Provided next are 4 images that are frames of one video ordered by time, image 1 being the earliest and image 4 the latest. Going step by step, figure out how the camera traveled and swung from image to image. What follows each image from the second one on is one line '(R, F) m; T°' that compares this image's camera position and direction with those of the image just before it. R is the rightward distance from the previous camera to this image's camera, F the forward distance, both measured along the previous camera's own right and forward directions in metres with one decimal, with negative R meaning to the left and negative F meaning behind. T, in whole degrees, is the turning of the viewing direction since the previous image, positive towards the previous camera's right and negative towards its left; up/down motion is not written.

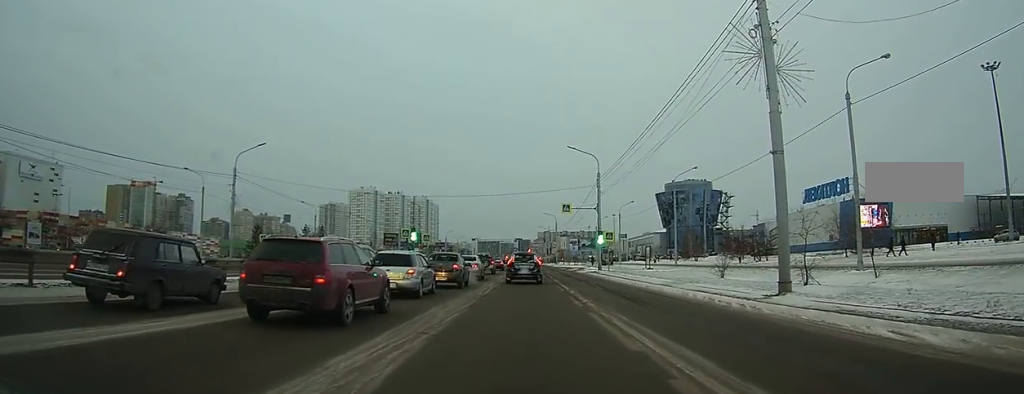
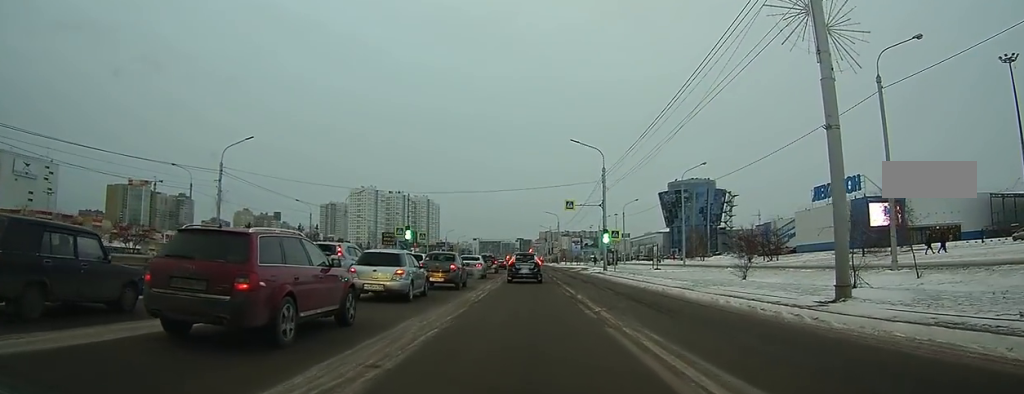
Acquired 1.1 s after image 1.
(-0.1, +3.3) m; -1°
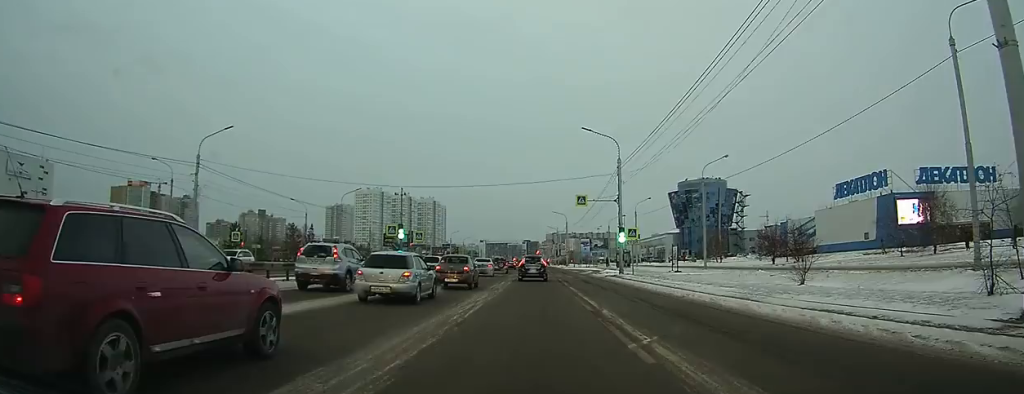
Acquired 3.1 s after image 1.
(0.0, +6.5) m; -2°
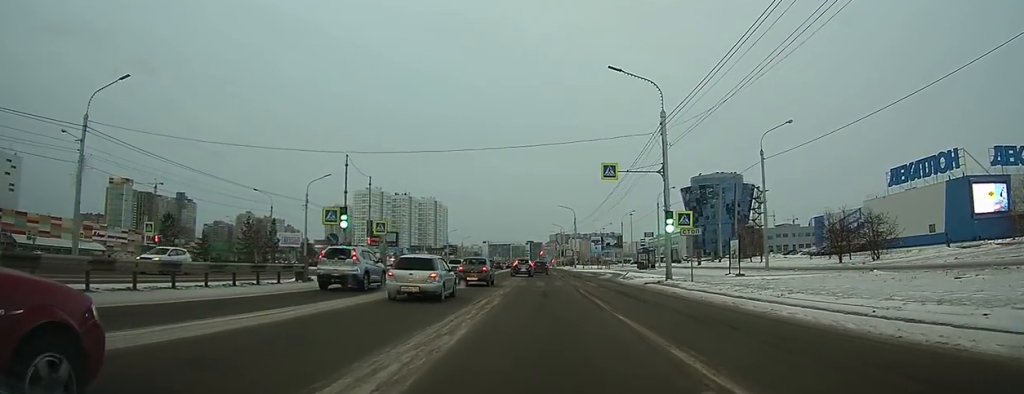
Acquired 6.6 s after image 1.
(-0.1, +16.6) m; 0°
